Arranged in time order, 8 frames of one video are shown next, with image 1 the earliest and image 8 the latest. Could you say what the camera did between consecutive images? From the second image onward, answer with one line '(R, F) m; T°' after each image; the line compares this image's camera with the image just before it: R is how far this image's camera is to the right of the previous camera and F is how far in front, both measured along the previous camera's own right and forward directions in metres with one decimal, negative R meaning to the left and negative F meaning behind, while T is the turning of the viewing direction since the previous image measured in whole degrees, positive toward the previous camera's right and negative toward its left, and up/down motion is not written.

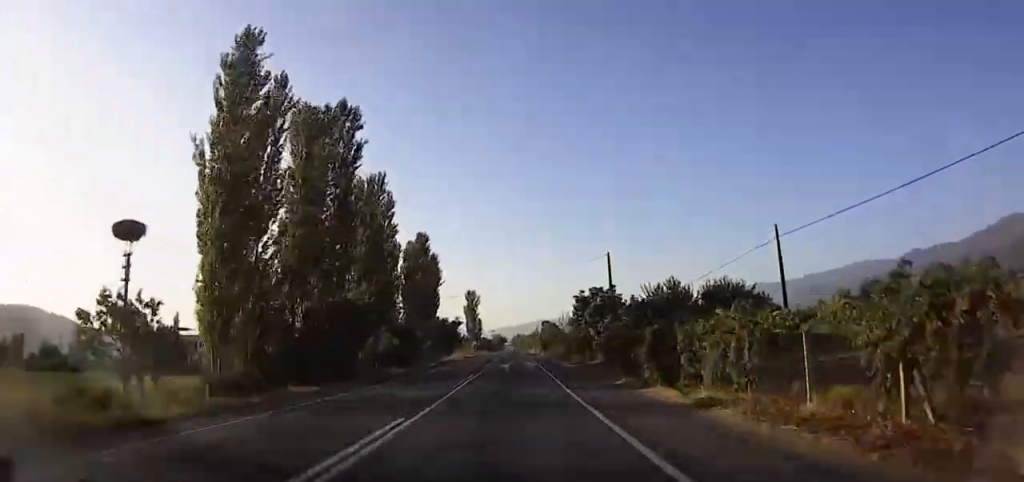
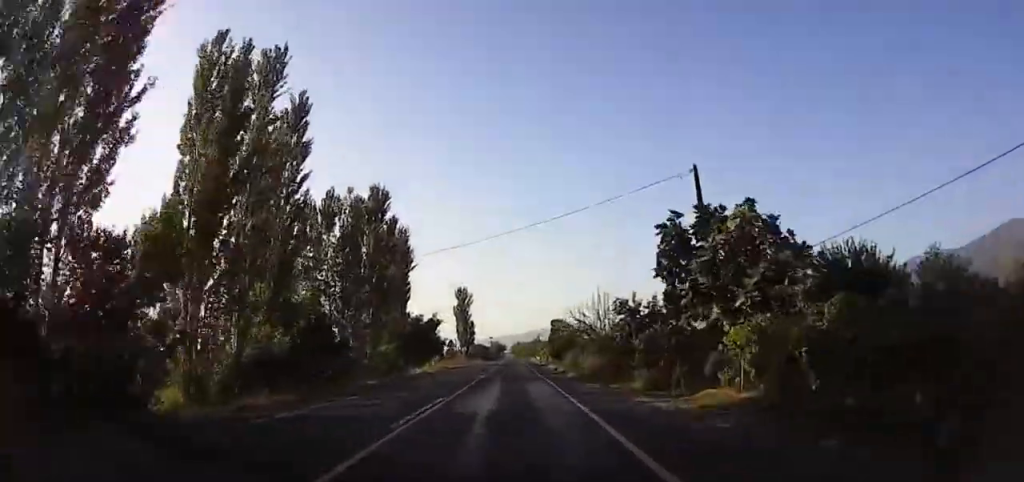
(0.0, +23.3) m; 0°
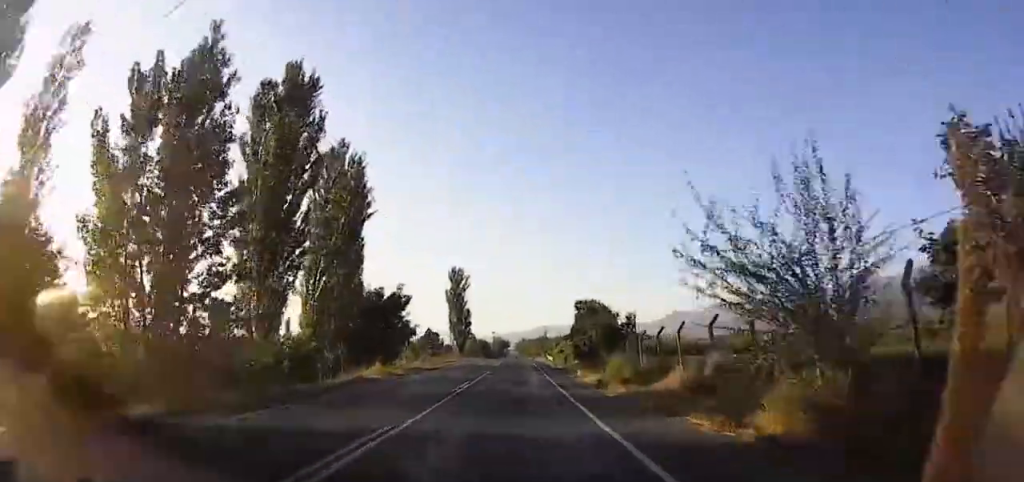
(0.0, +21.5) m; 0°
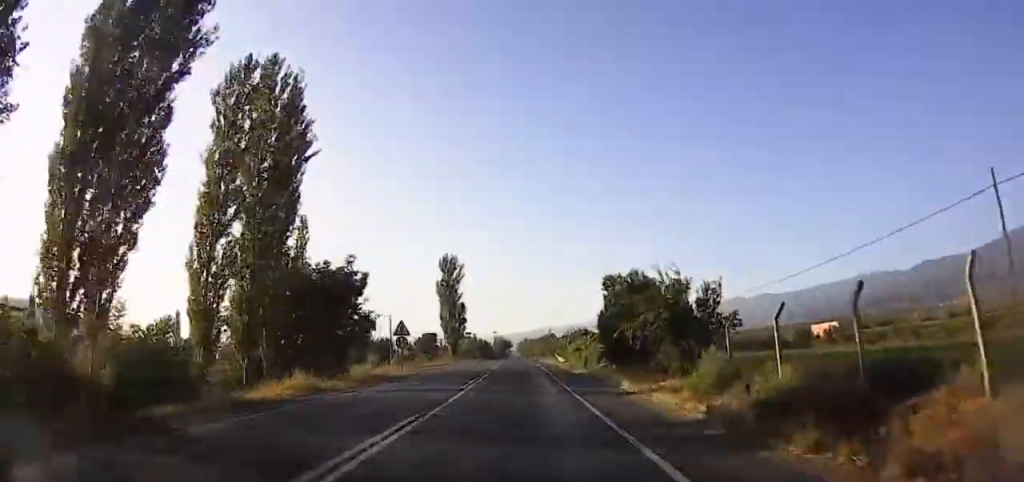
(0.0, +13.1) m; 0°
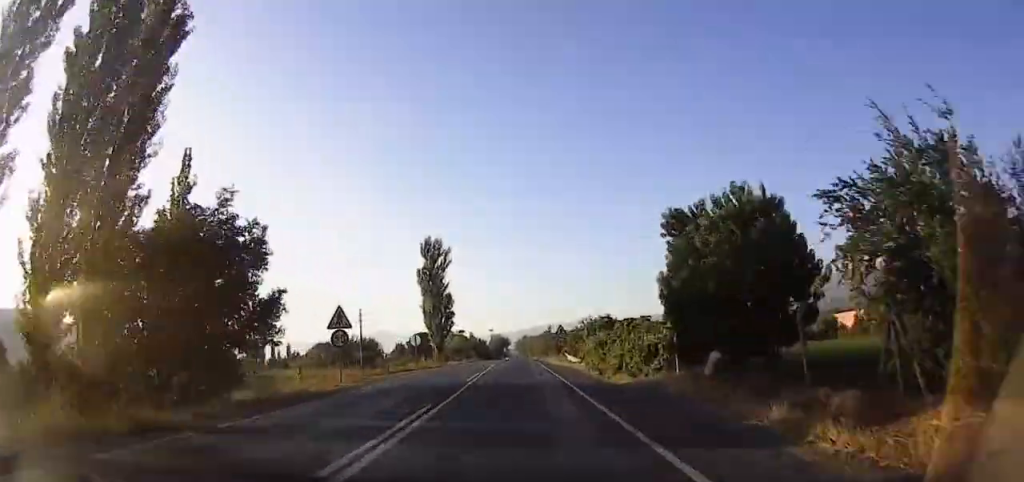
(0.0, +13.1) m; 0°
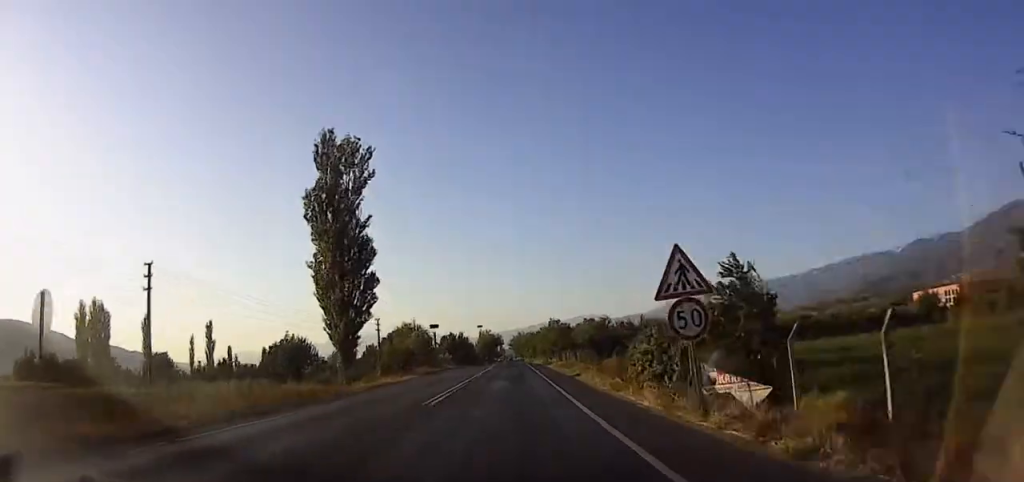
(-0.4, +36.3) m; -1°
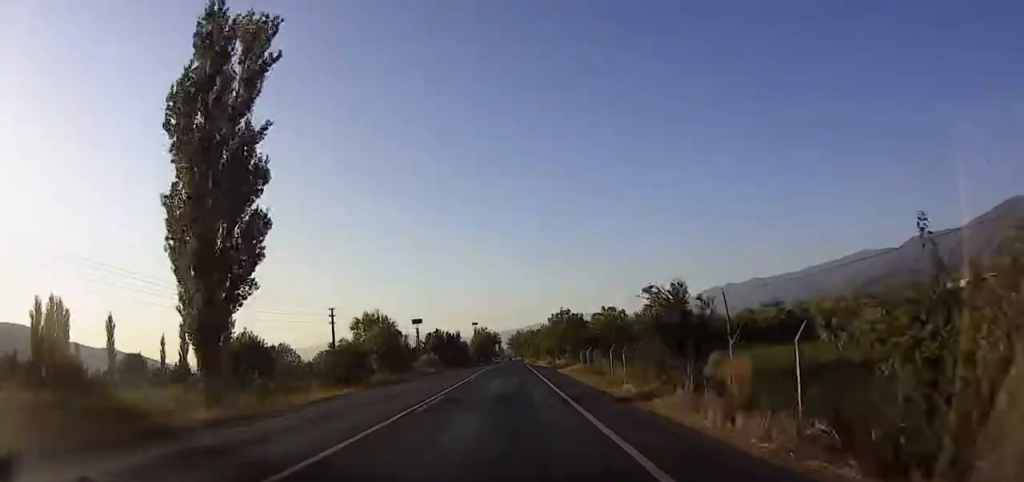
(0.0, +15.8) m; 0°
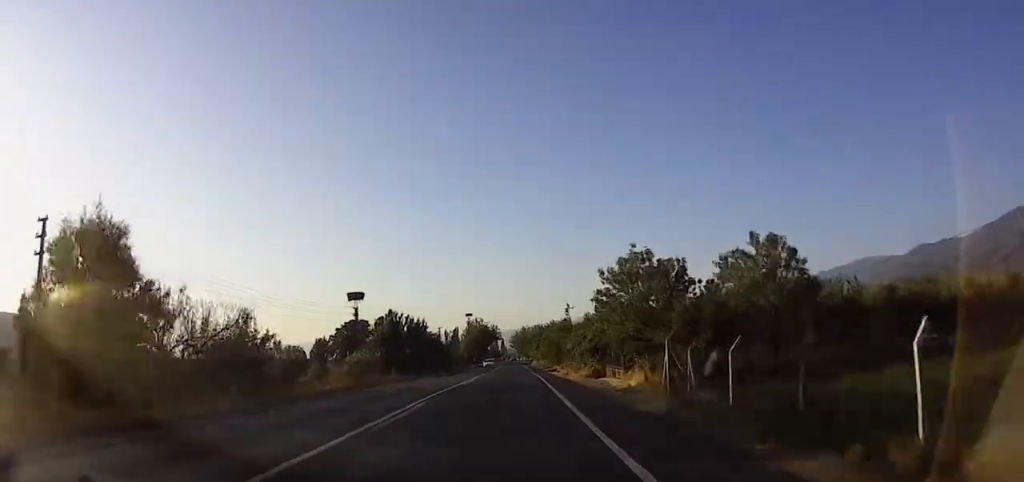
(+0.4, +34.0) m; +1°
